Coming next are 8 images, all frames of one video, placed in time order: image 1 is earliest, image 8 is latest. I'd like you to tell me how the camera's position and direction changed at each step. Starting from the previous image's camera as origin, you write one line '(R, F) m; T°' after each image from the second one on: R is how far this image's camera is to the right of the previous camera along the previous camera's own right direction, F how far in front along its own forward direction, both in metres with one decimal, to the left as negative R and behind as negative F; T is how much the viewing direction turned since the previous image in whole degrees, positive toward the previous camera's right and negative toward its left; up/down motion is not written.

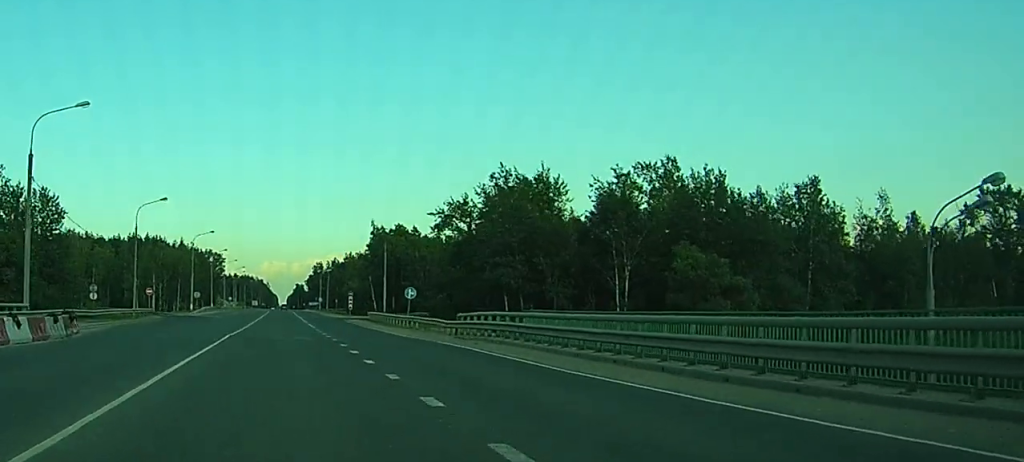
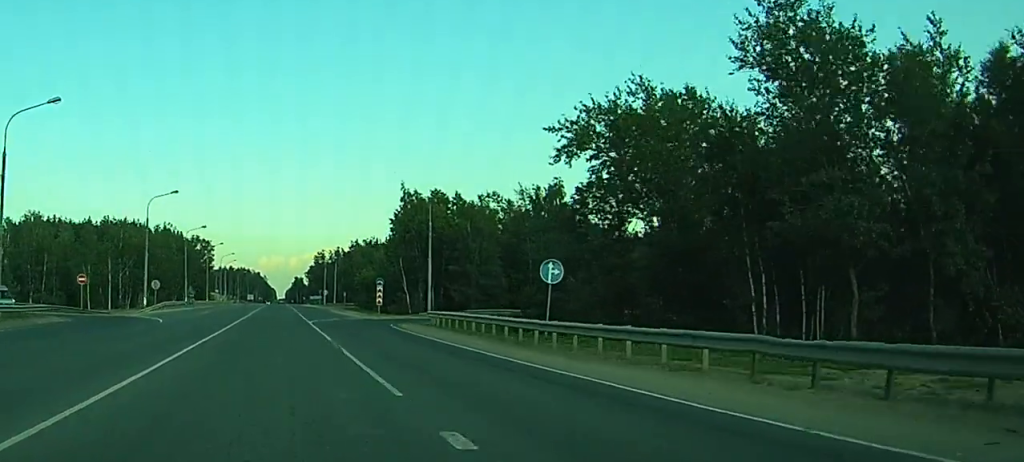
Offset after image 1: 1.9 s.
(+0.5, +42.1) m; +1°
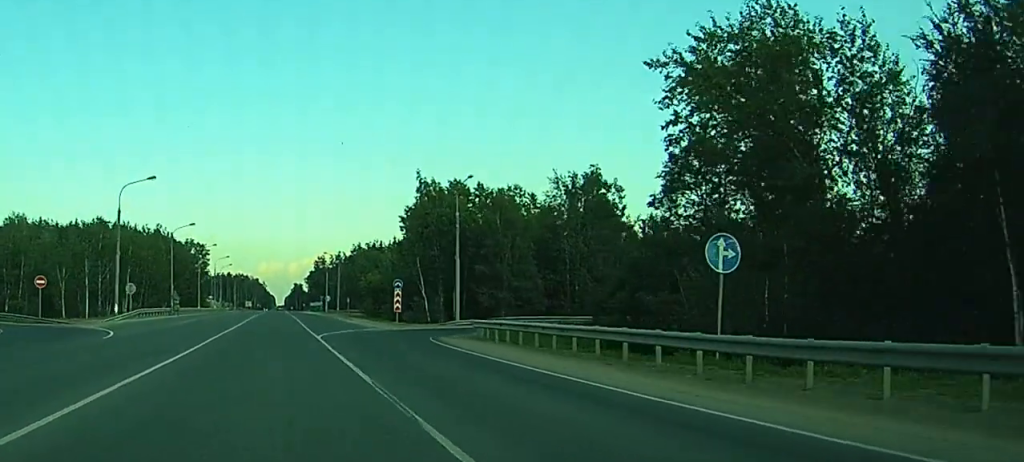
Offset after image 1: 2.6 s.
(0.0, +14.8) m; 0°
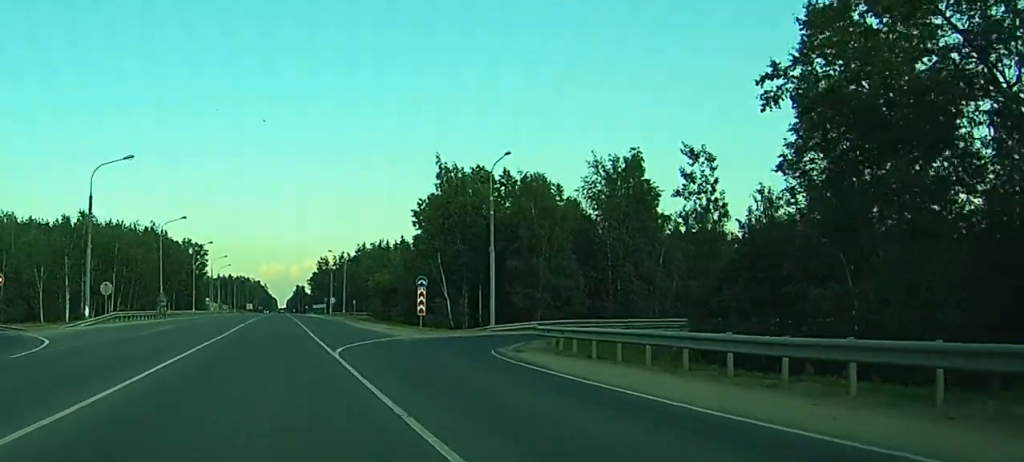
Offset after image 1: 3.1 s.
(+0.1, +11.8) m; 0°
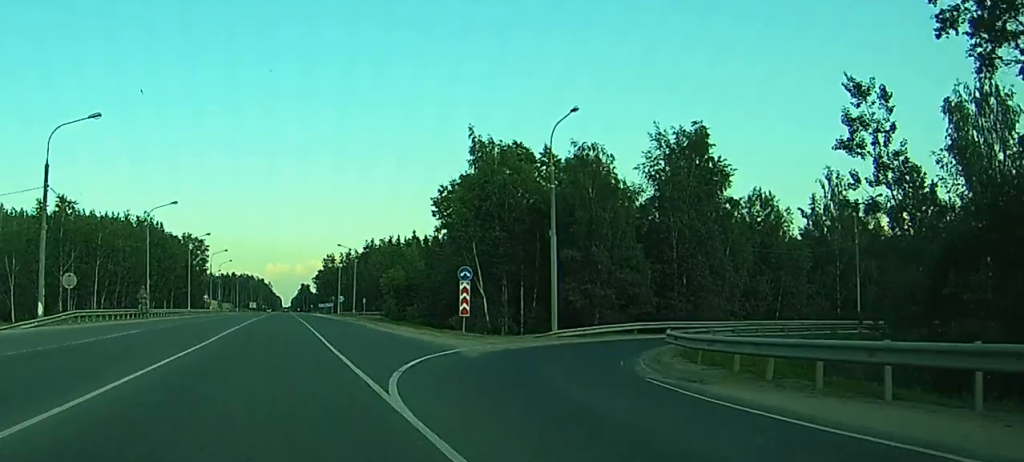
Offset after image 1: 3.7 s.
(-0.1, +13.2) m; 0°
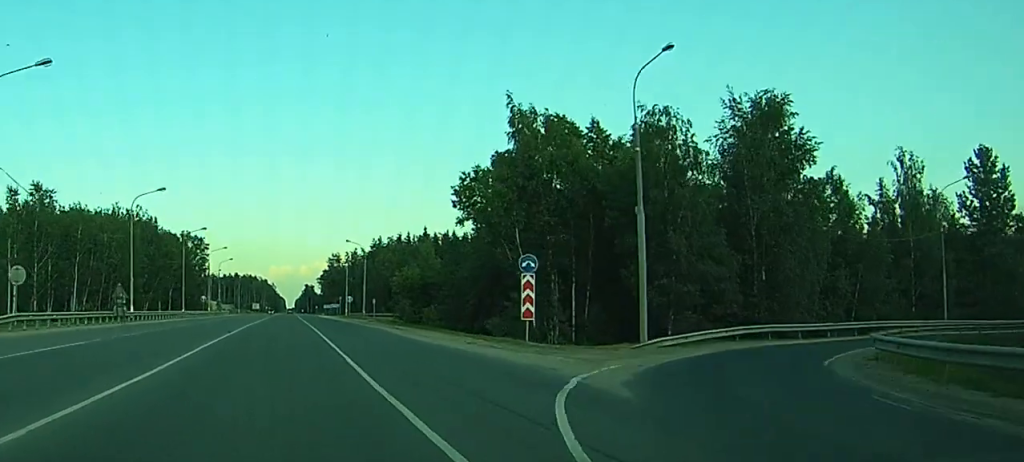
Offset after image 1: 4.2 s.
(0.0, +11.7) m; 0°
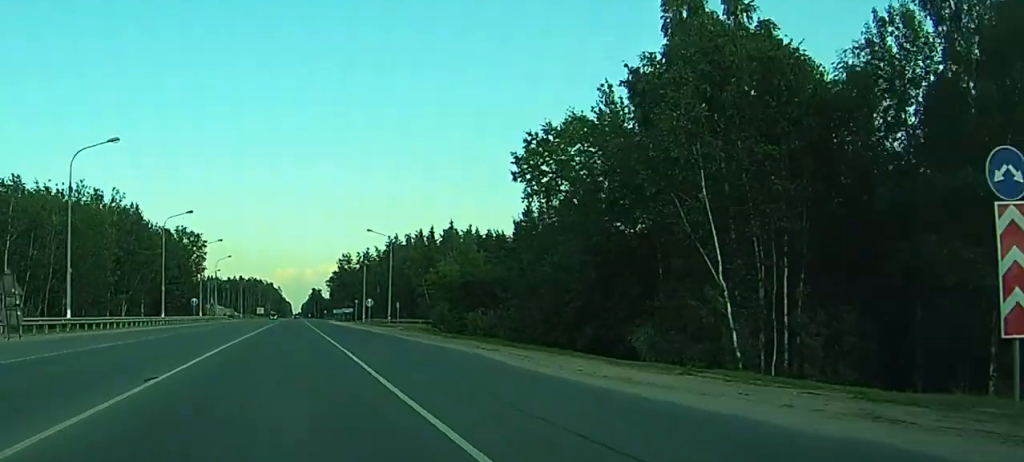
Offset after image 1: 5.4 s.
(+0.1, +25.0) m; +1°
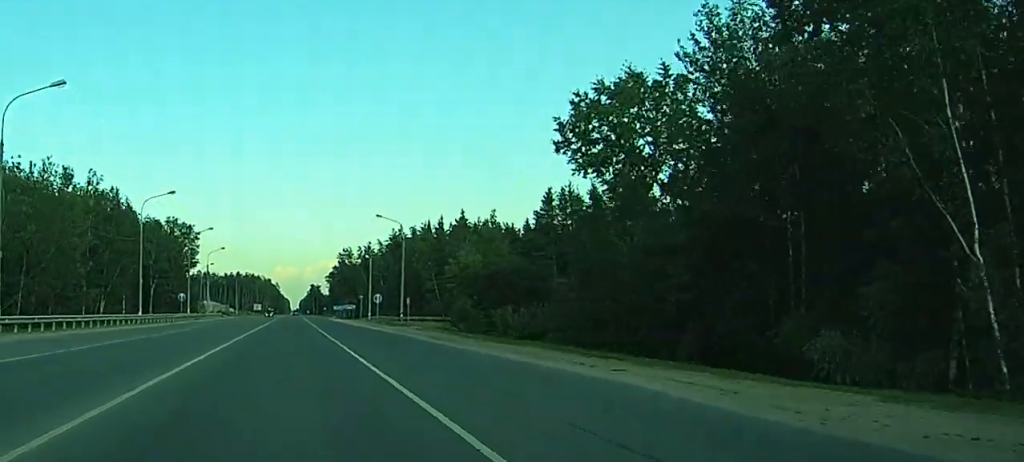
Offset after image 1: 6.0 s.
(+0.2, +13.3) m; 0°
